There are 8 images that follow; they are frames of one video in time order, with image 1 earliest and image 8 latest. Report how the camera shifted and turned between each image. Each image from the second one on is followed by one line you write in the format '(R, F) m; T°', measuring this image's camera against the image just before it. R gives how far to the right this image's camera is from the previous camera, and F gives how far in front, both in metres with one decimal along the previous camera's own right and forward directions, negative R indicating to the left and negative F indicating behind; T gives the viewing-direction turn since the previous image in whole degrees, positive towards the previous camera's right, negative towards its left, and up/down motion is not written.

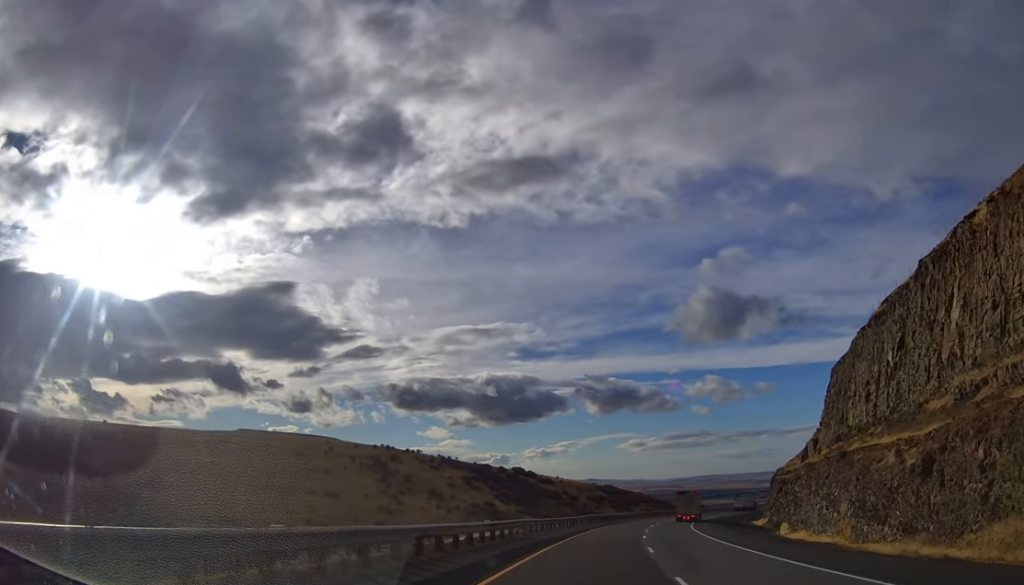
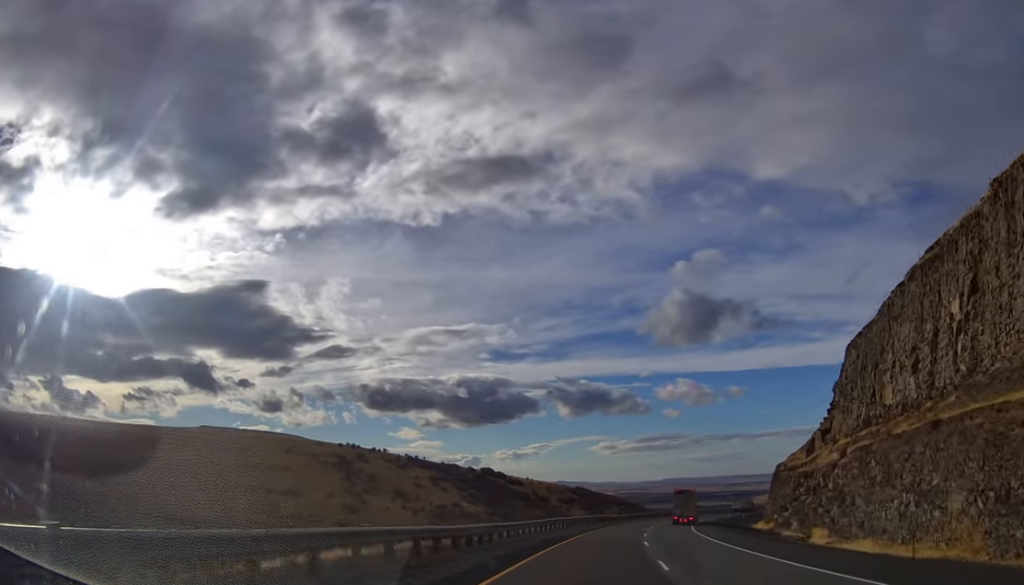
(+0.4, +19.2) m; +3°
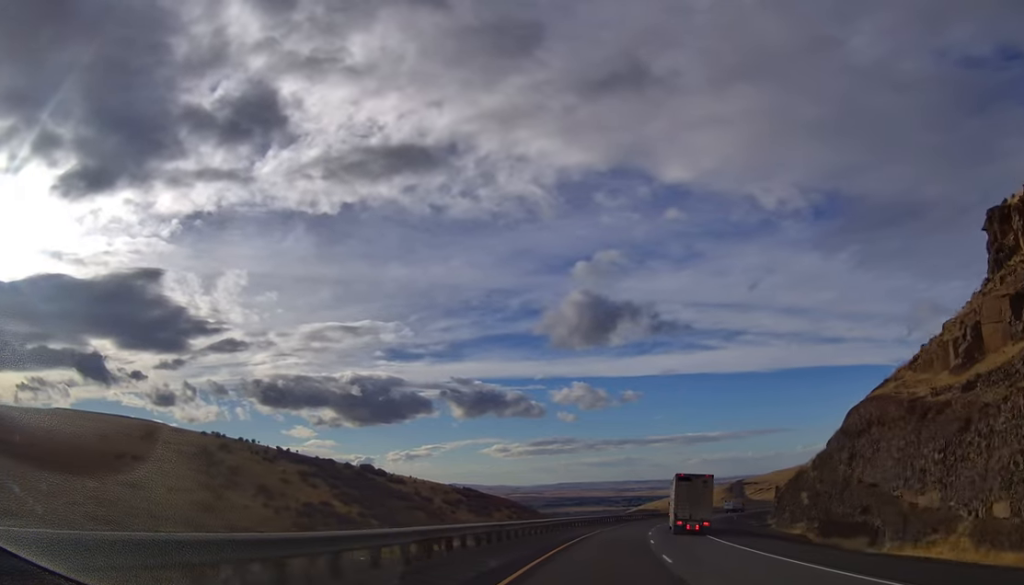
(+5.6, +70.9) m; +9°
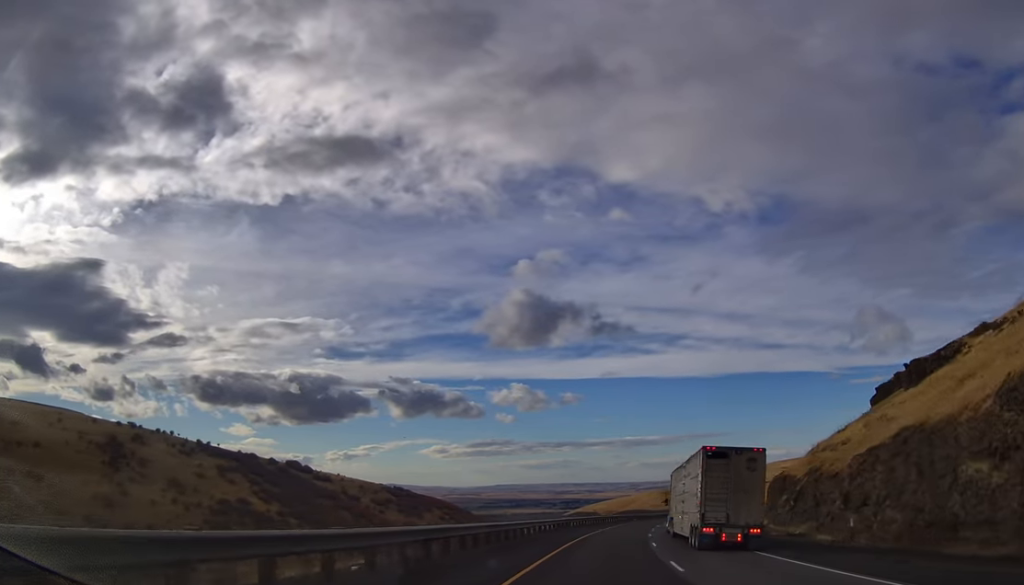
(+1.6, +40.0) m; +4°
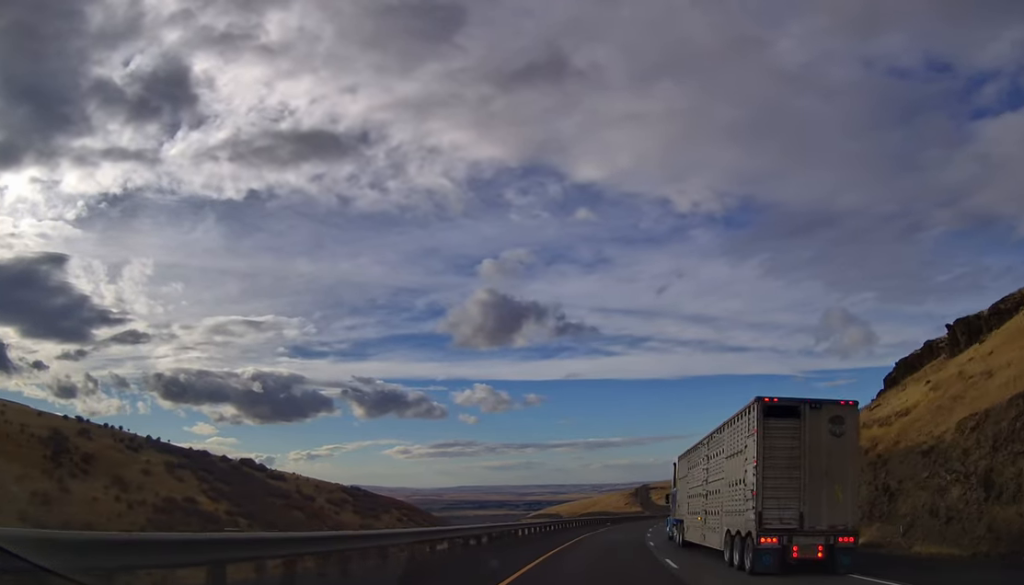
(+0.5, +23.8) m; +4°
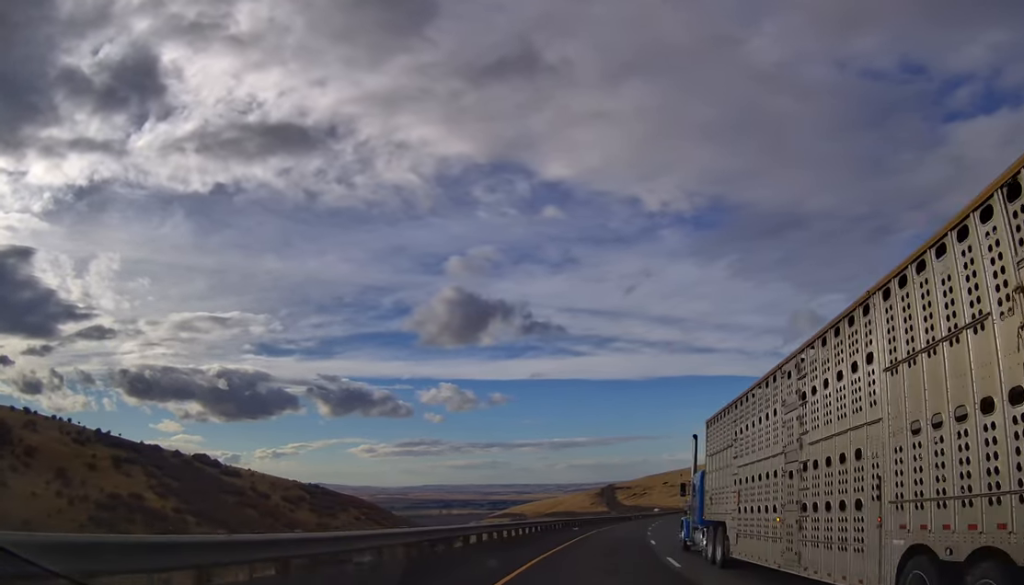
(+1.3, +24.8) m; +4°
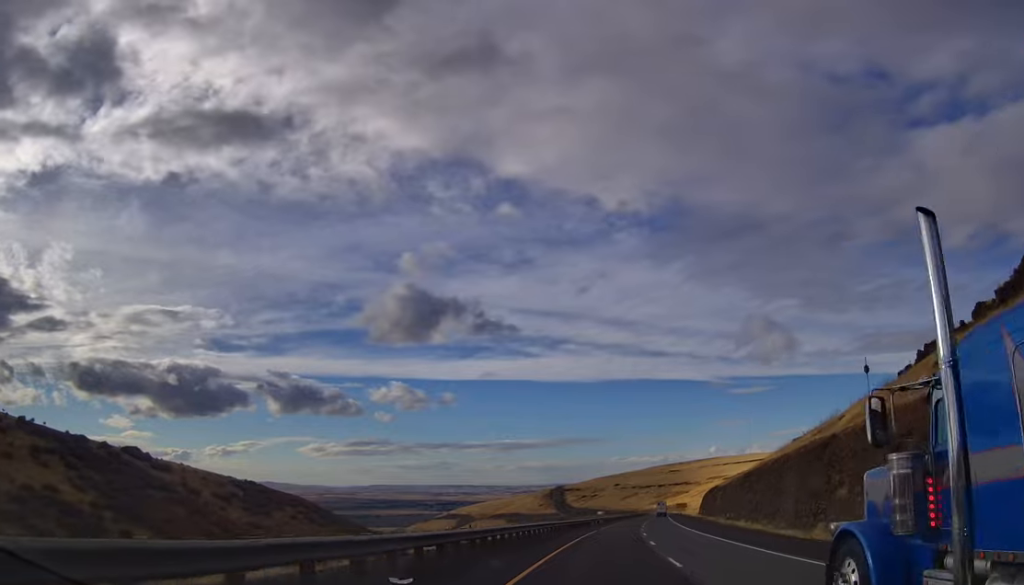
(+1.4, +37.4) m; +4°
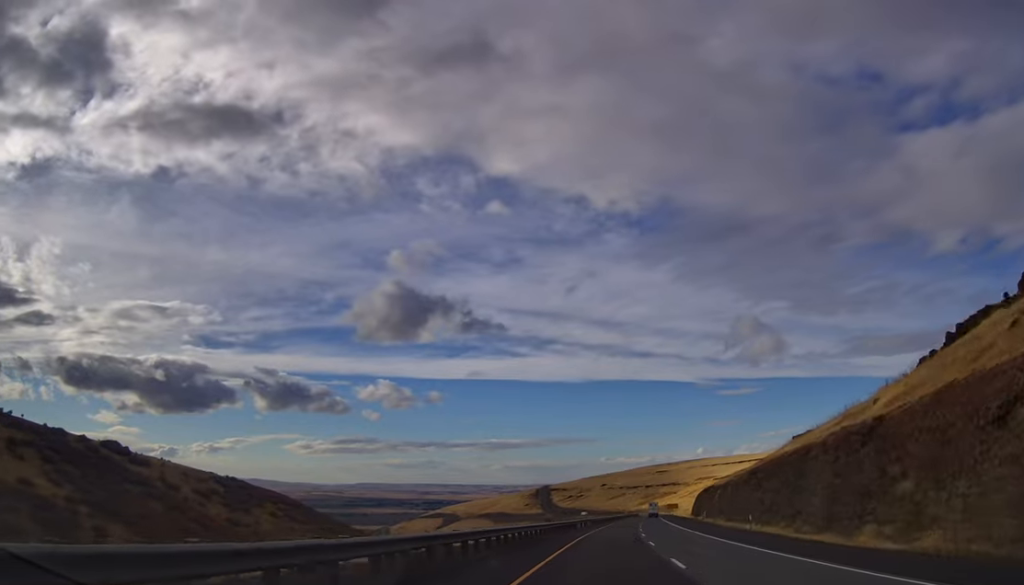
(-0.2, +12.5) m; +1°
